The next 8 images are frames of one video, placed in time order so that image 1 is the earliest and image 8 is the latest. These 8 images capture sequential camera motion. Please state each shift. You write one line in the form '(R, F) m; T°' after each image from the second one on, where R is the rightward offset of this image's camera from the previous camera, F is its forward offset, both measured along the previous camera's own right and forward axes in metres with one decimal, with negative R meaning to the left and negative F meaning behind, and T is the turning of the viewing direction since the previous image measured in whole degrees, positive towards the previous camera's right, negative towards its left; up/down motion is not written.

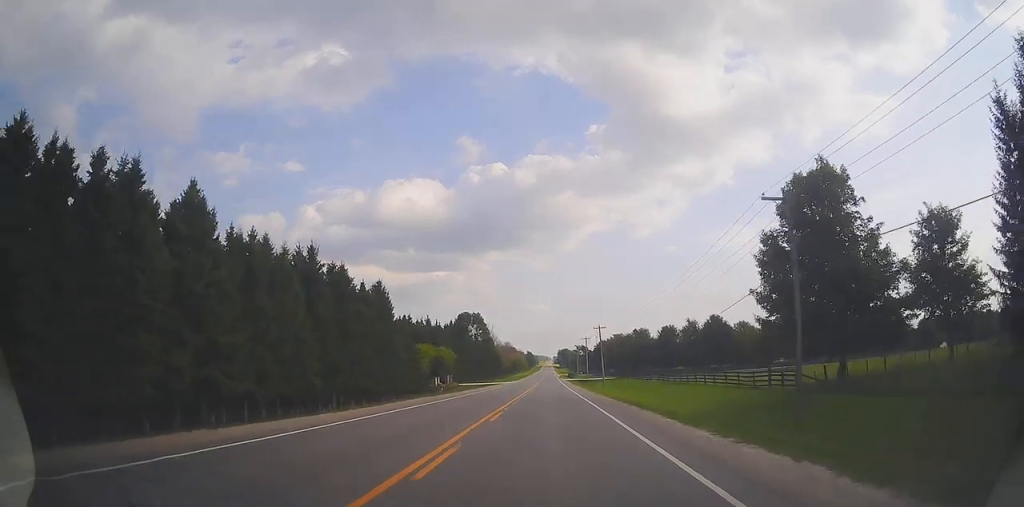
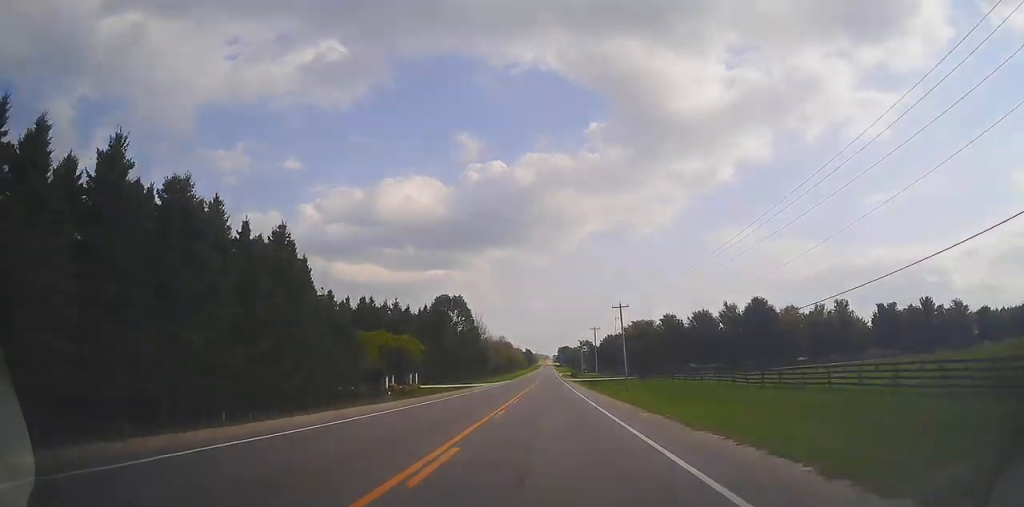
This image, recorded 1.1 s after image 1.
(+0.4, +27.7) m; 0°
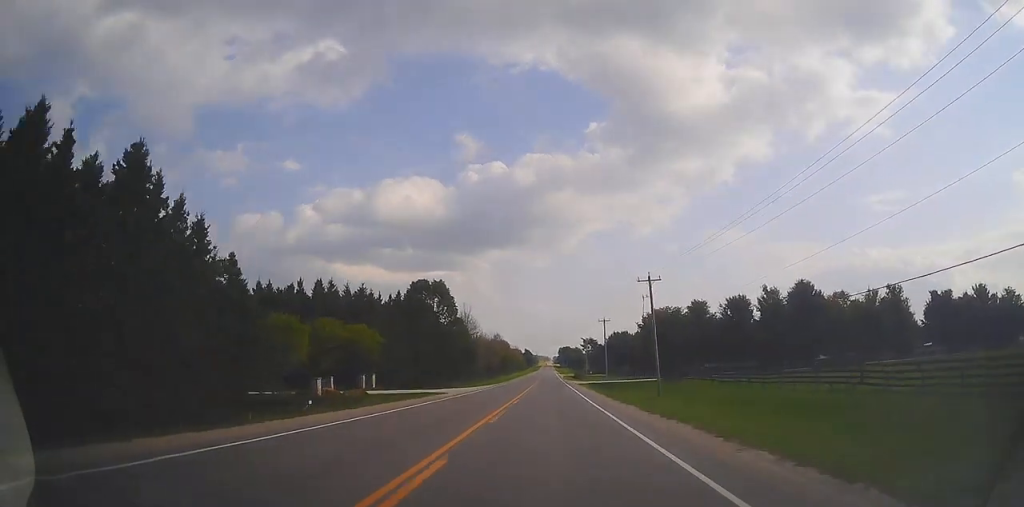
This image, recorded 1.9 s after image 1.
(-0.2, +19.2) m; 0°
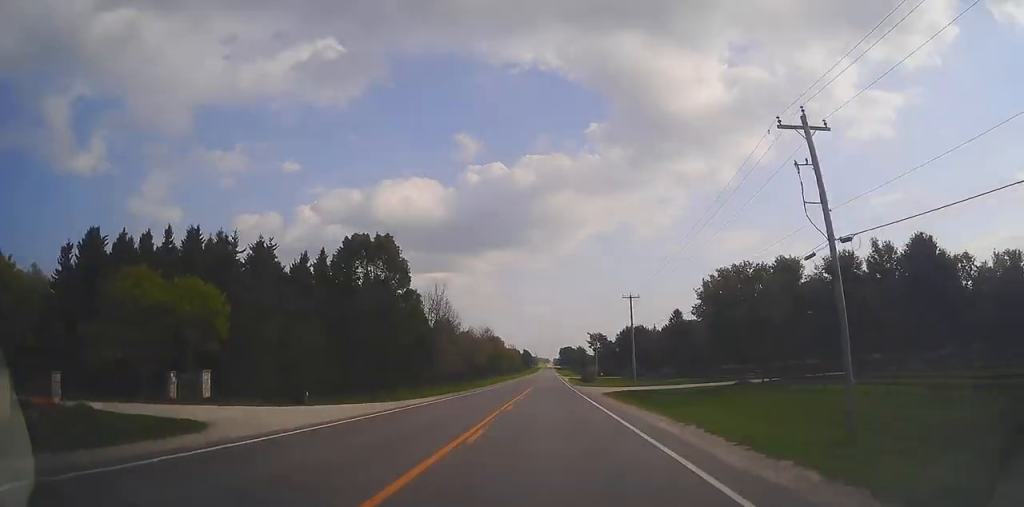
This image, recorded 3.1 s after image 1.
(+0.1, +30.1) m; -1°
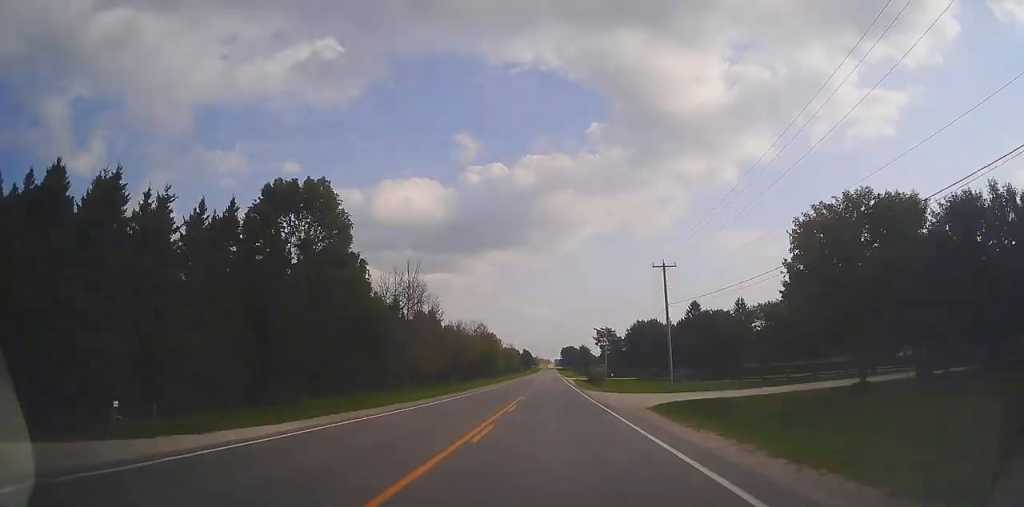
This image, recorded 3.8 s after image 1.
(-0.3, +17.8) m; 0°
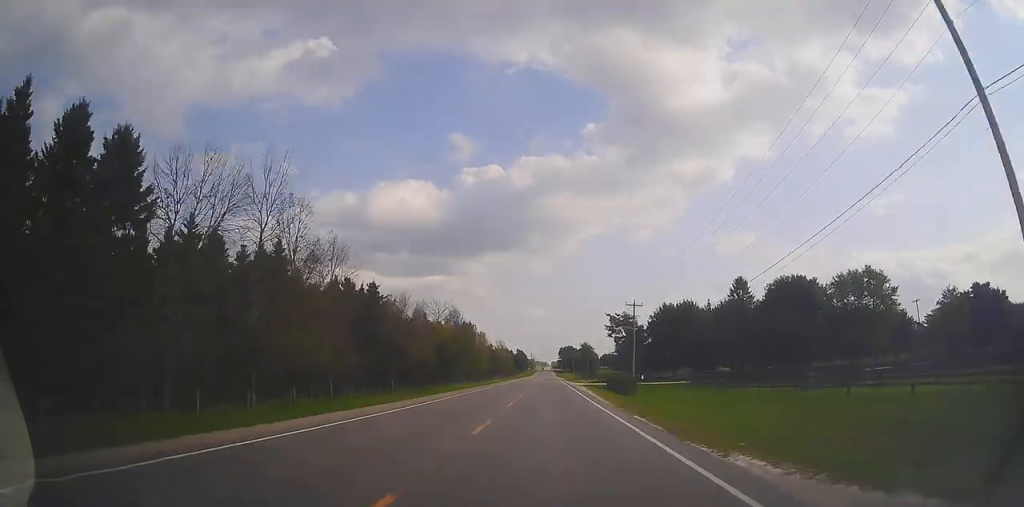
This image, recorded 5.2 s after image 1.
(+0.1, +37.9) m; +1°
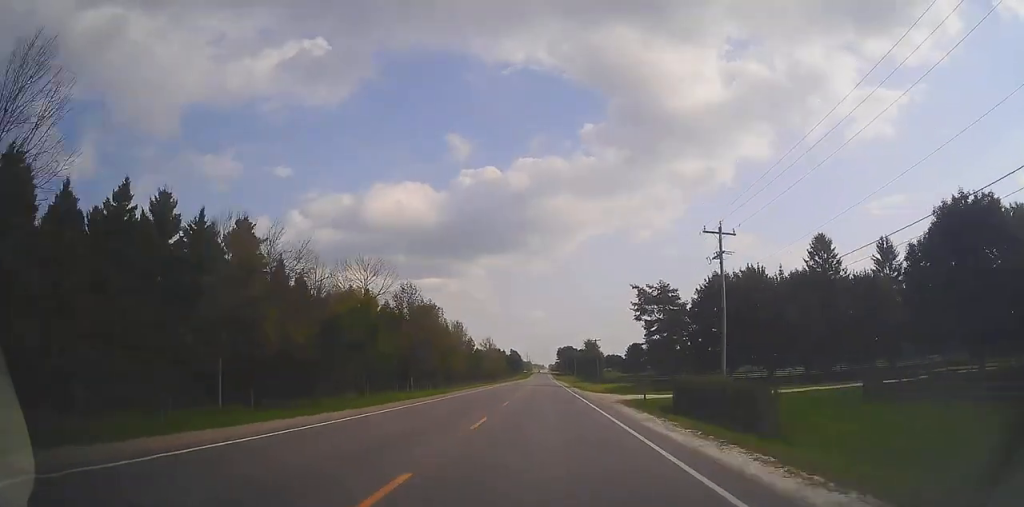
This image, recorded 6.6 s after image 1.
(+0.2, +35.8) m; 0°
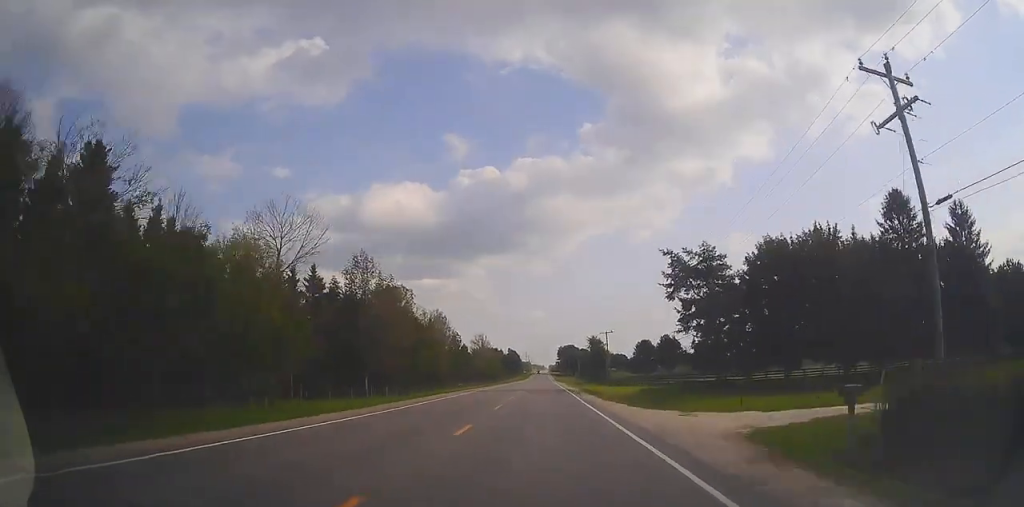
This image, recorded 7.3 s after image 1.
(-0.1, +18.4) m; 0°
